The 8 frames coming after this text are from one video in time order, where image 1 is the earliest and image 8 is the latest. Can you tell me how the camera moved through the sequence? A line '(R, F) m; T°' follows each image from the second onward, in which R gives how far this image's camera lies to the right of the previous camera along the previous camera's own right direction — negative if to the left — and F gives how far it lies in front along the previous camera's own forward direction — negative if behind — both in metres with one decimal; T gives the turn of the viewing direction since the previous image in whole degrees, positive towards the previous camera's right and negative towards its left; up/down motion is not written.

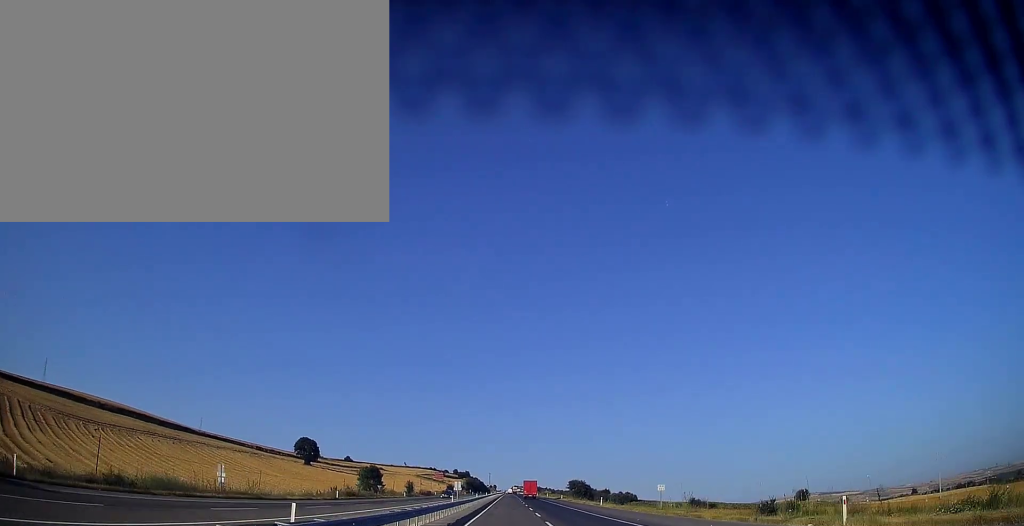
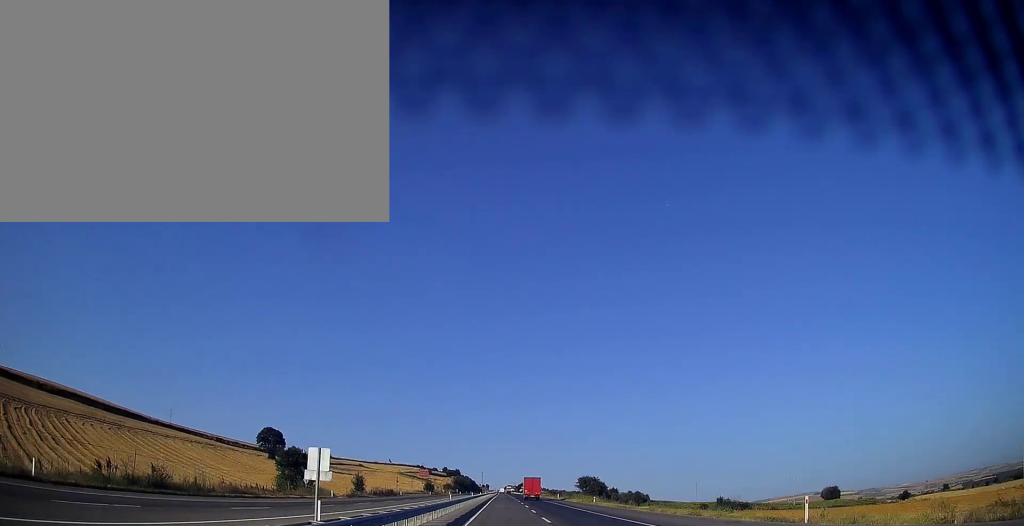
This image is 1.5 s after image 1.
(-0.1, +44.0) m; +1°
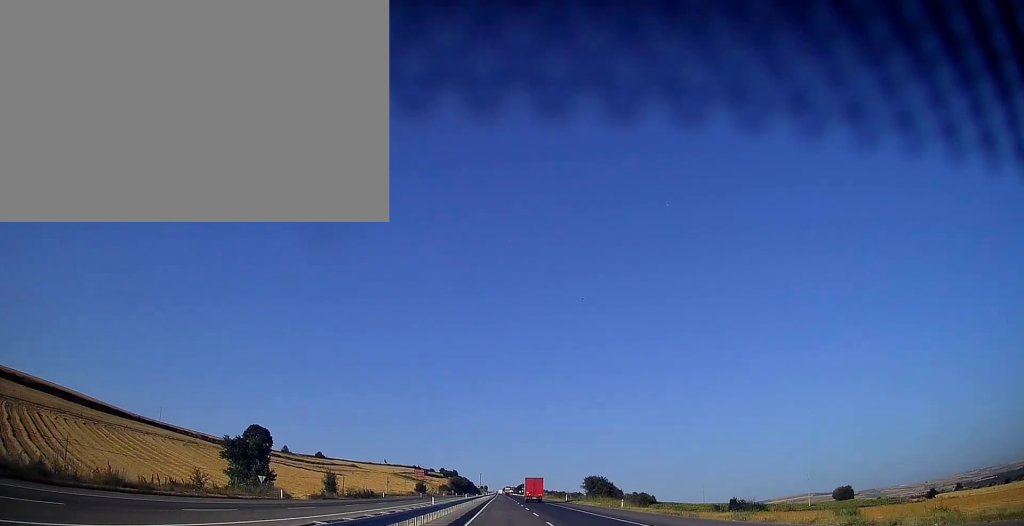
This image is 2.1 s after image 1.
(+0.2, +16.6) m; 0°
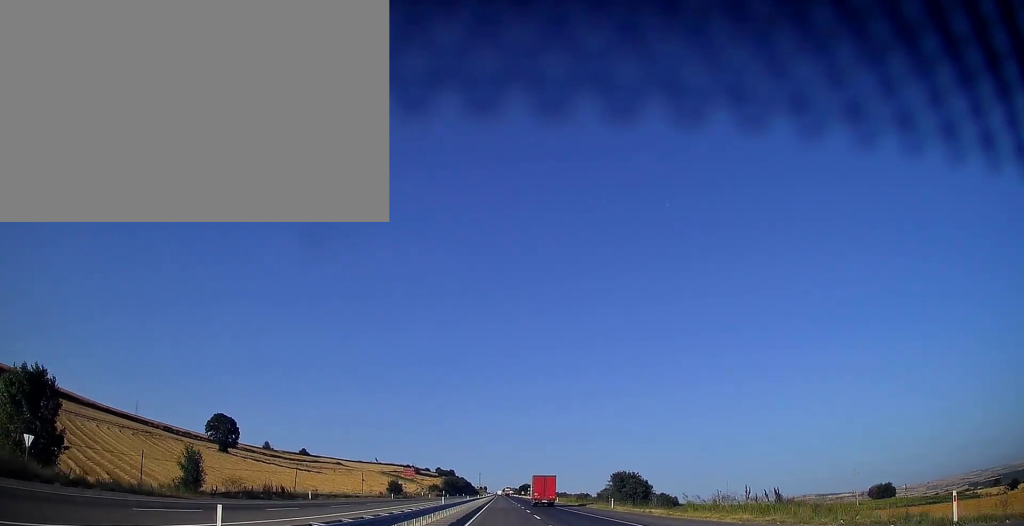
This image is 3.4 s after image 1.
(+0.2, +38.1) m; 0°
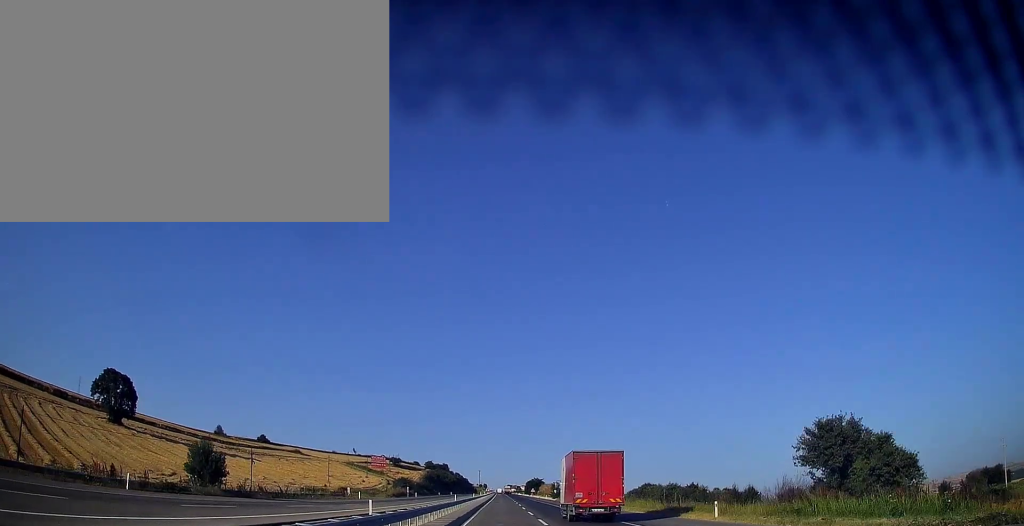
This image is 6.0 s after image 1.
(0.0, +77.3) m; 0°
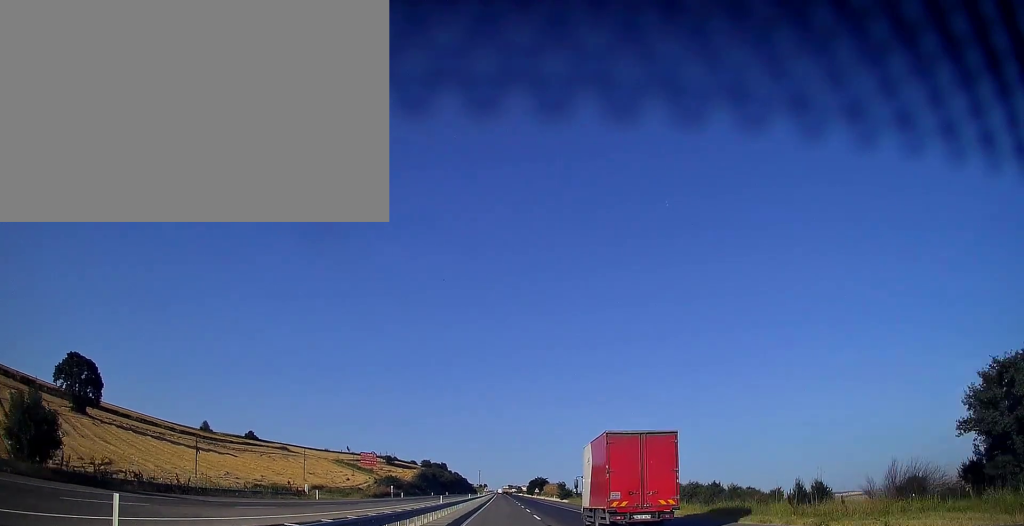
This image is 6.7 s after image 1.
(0.0, +19.6) m; 0°
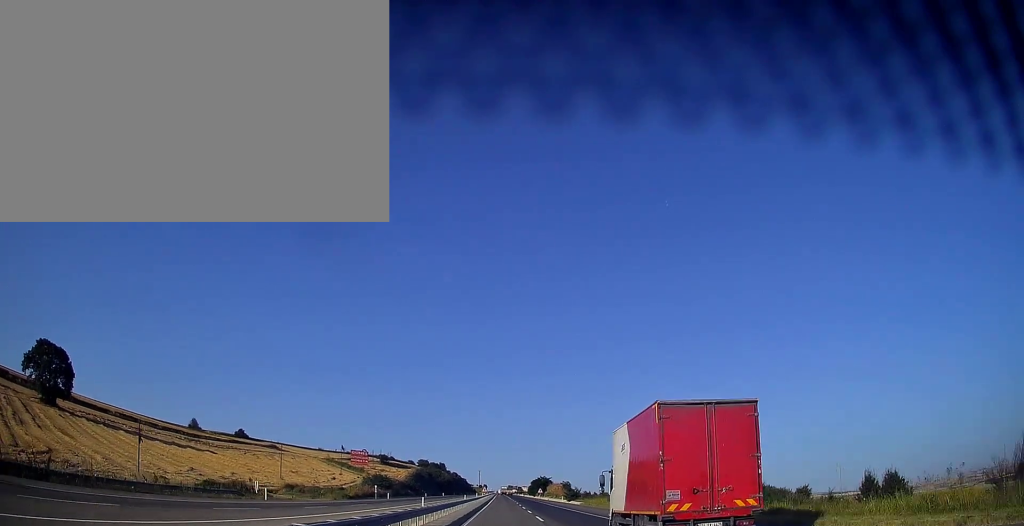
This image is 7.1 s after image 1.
(0.0, +12.7) m; 0°
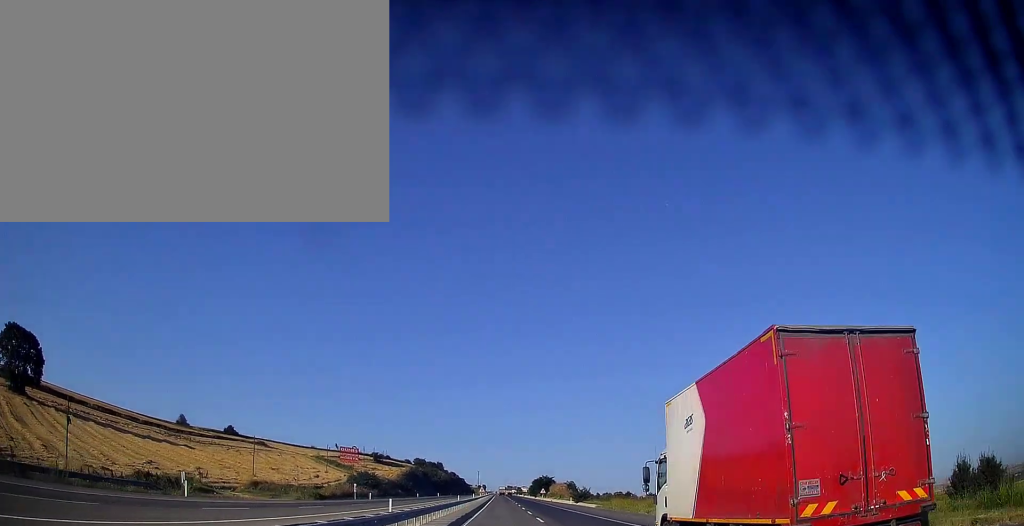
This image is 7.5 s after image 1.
(0.0, +12.8) m; 0°
